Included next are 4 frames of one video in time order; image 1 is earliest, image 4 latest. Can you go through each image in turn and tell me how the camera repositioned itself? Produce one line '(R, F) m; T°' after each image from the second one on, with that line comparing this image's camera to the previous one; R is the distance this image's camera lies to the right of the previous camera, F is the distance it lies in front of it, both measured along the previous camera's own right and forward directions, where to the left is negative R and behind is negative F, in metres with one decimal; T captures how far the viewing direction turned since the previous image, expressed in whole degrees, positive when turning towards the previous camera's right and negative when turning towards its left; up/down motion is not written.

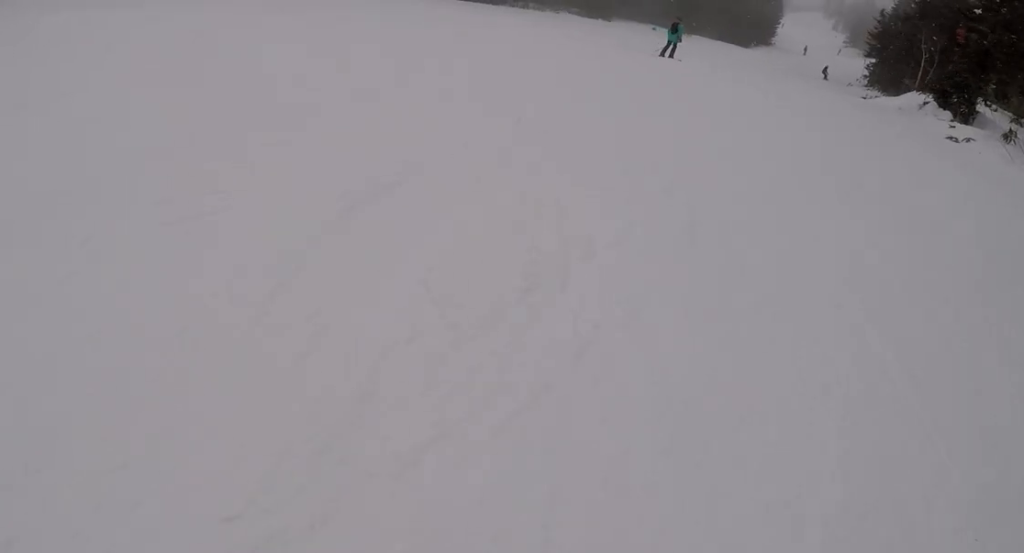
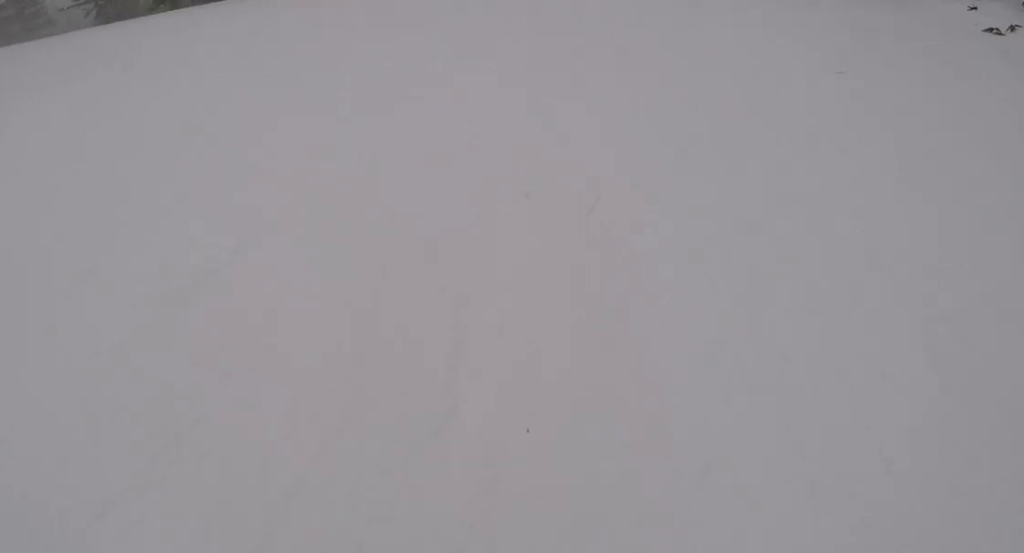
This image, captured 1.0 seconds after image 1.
(0.0, +4.7) m; 0°
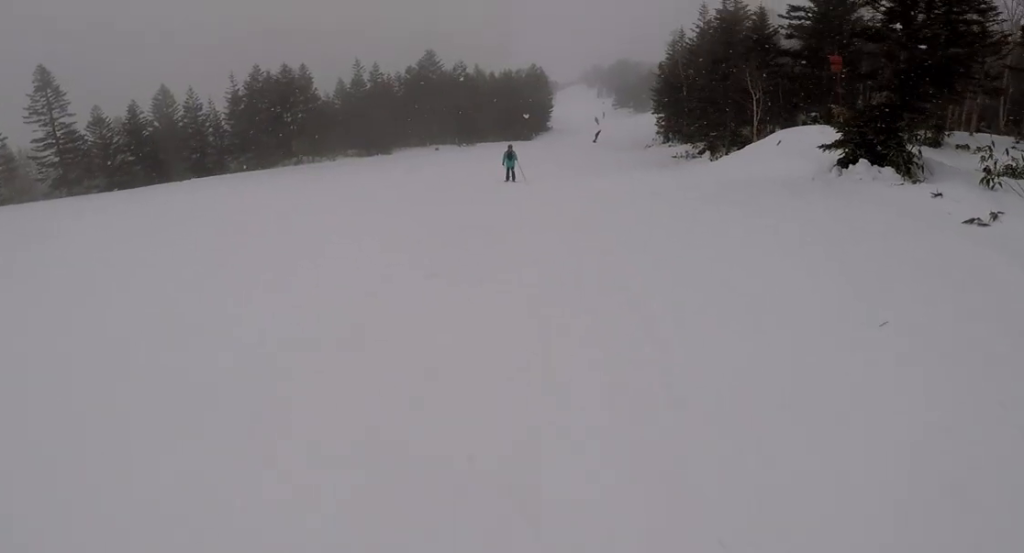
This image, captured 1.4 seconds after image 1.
(0.0, +2.5) m; 0°
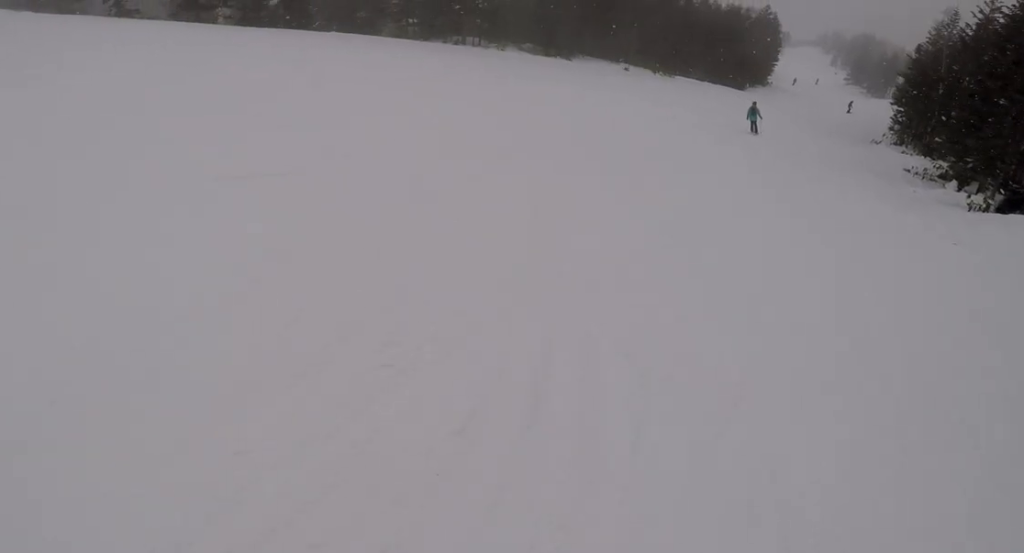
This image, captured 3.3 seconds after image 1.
(-0.1, +9.7) m; -4°
